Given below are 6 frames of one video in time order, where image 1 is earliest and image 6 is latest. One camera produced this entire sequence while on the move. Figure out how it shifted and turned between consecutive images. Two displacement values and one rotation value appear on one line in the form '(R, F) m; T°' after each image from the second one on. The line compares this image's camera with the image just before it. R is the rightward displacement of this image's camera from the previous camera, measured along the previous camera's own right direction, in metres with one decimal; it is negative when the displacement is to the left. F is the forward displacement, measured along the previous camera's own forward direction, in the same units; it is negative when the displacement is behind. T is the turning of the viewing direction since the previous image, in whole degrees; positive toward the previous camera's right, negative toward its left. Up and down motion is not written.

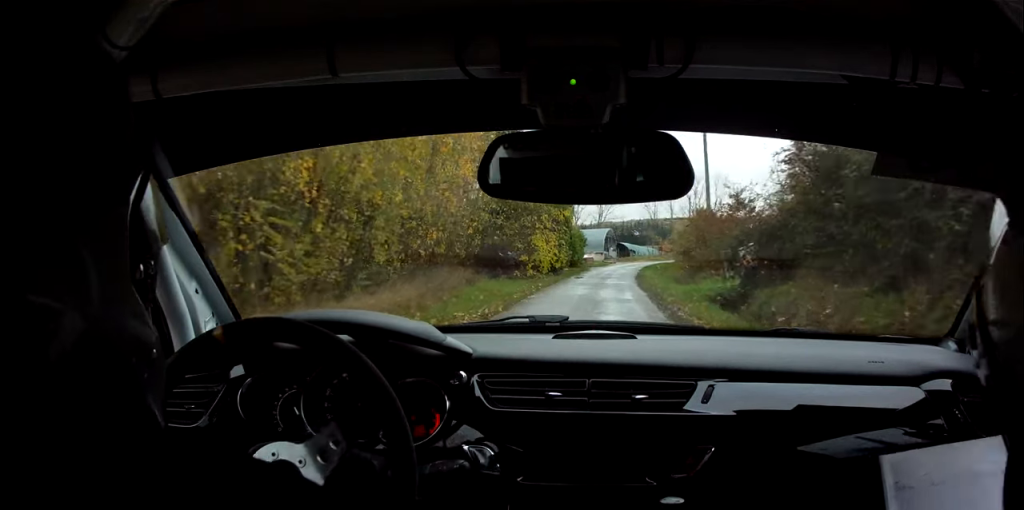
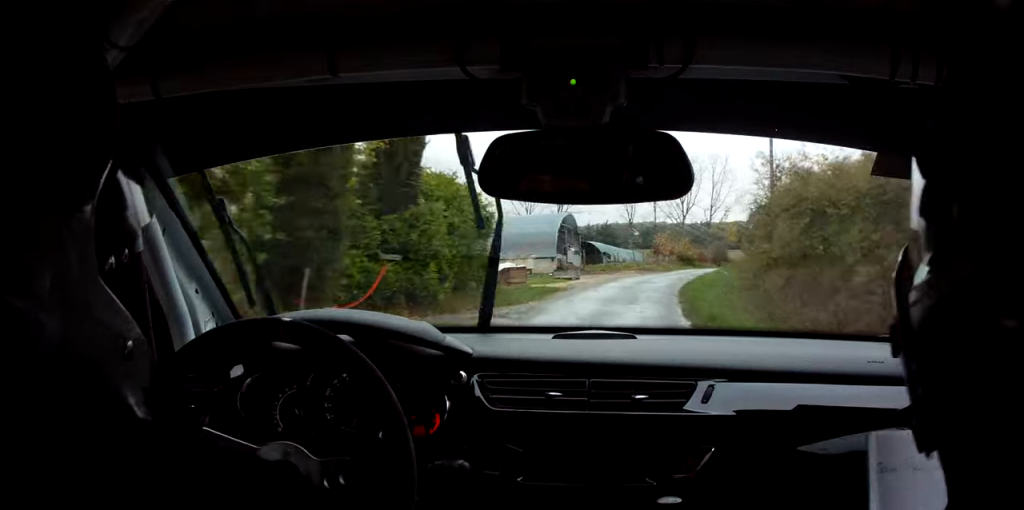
(-3.4, +52.8) m; +1°
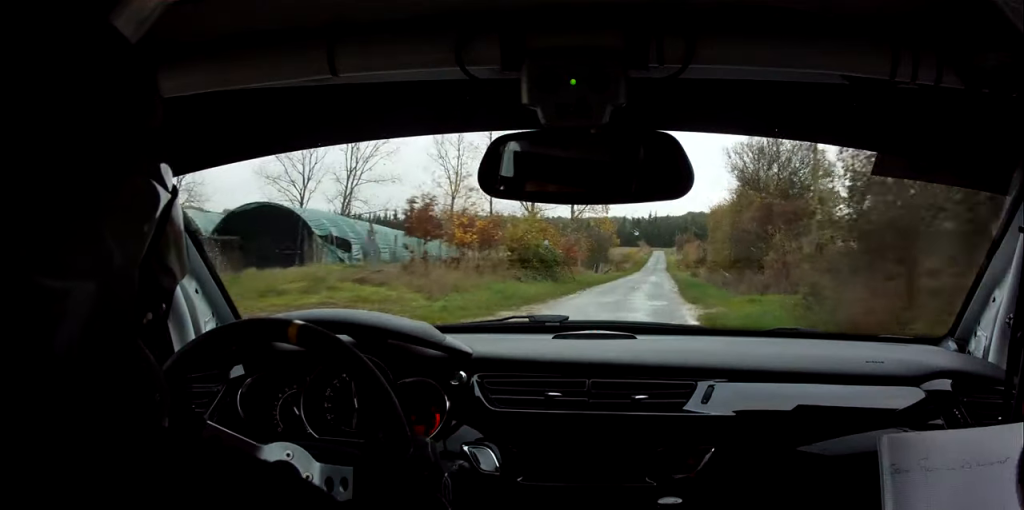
(+5.8, +55.5) m; +11°
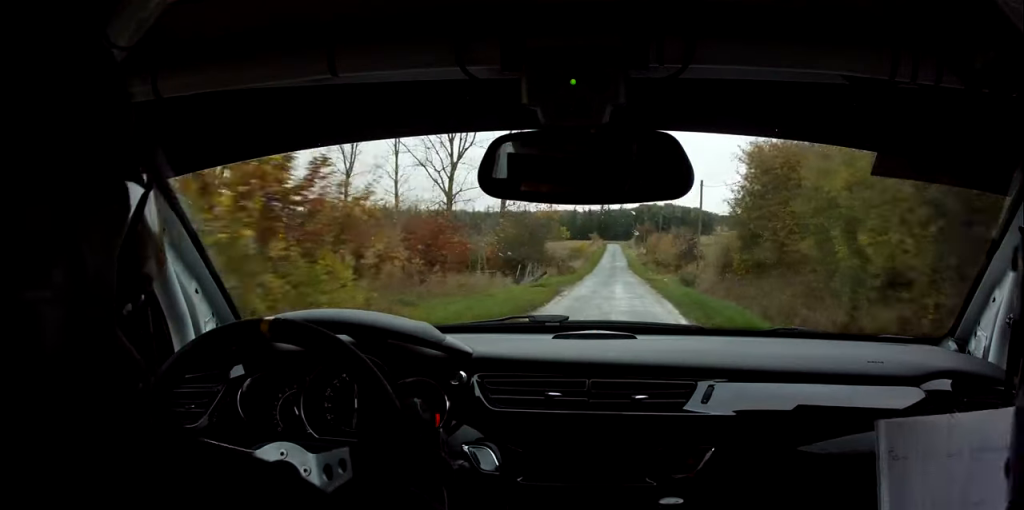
(+0.8, +25.6) m; +2°
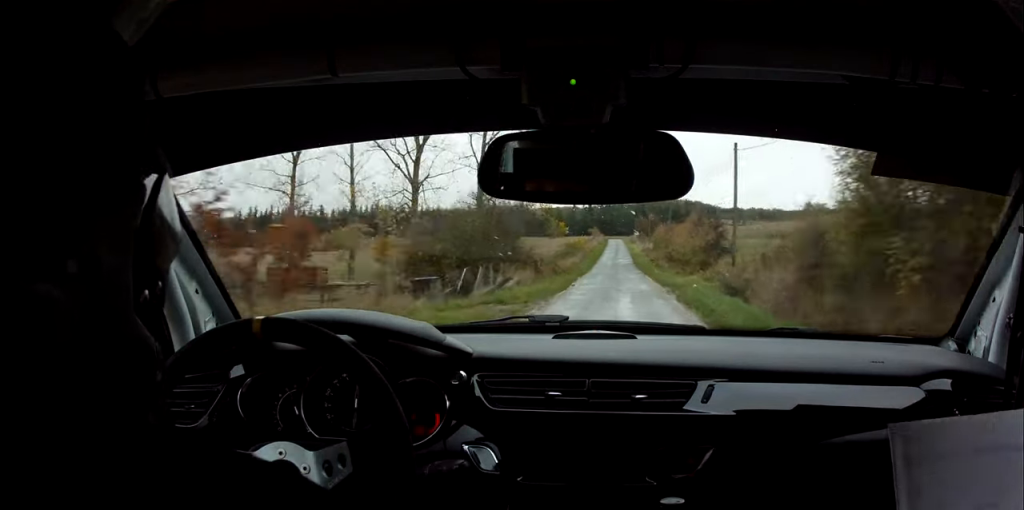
(0.0, +13.9) m; +1°
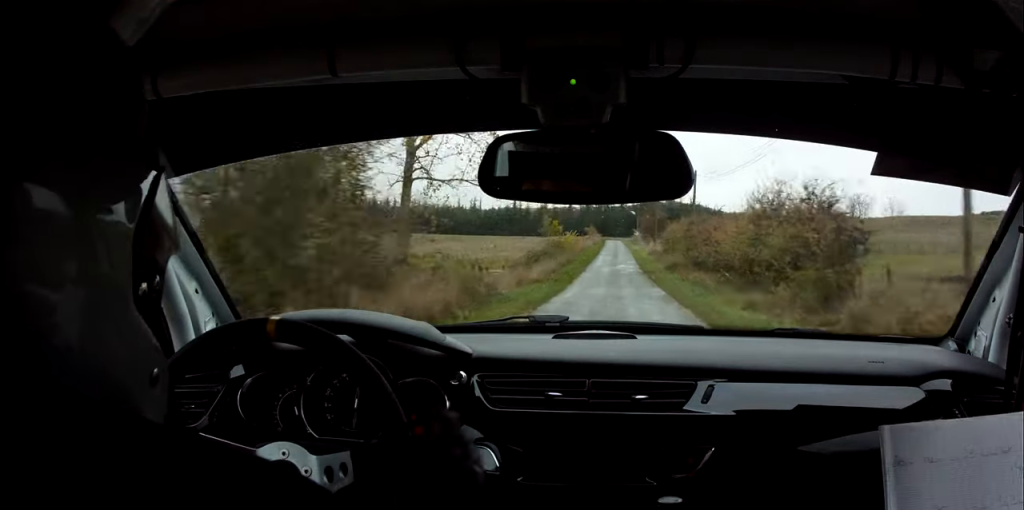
(+0.1, +22.8) m; +1°
